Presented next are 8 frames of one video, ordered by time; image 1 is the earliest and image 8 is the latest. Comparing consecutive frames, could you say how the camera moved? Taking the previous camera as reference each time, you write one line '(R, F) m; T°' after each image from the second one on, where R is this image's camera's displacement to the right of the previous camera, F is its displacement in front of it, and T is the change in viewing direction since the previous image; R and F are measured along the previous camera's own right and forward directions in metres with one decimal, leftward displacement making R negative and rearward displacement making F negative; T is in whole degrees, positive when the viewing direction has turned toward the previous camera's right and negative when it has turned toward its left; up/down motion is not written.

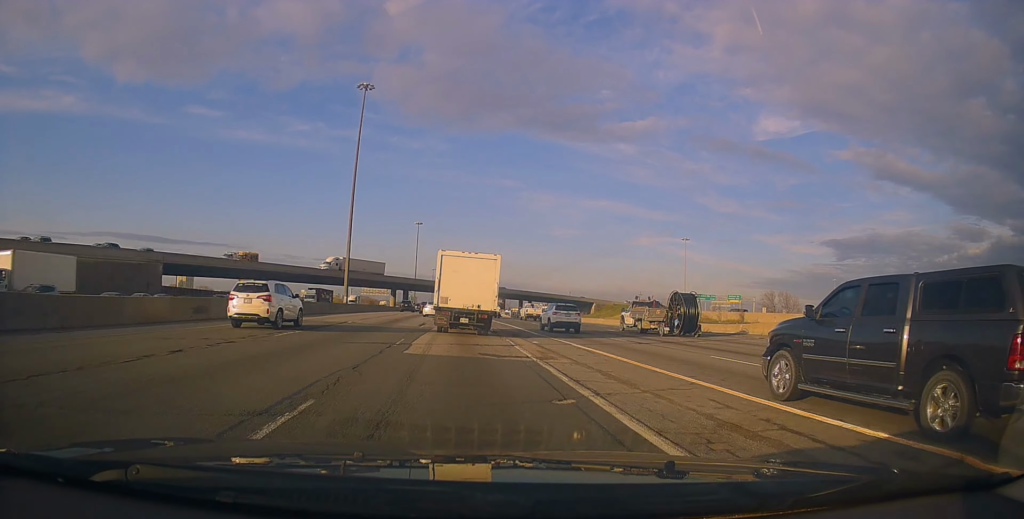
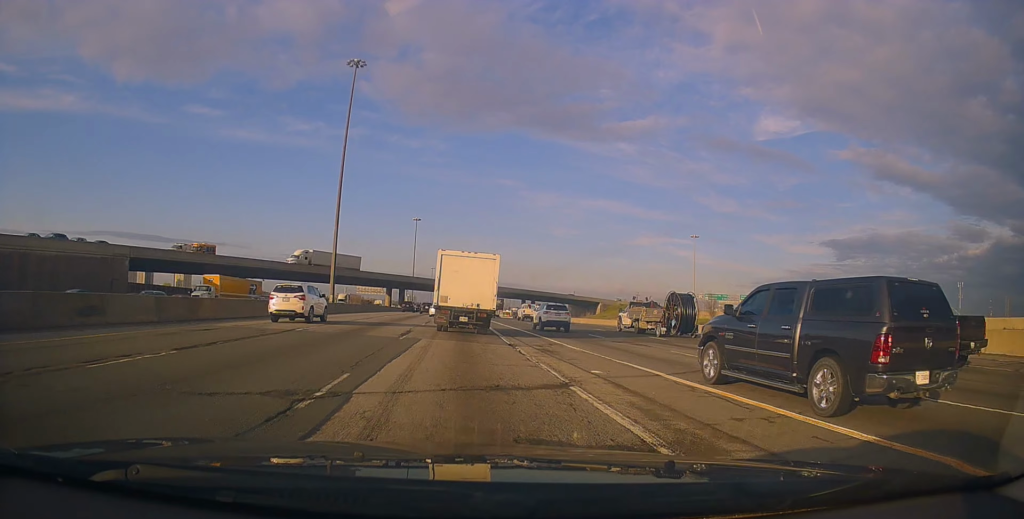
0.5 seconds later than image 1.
(-0.1, +9.0) m; 0°
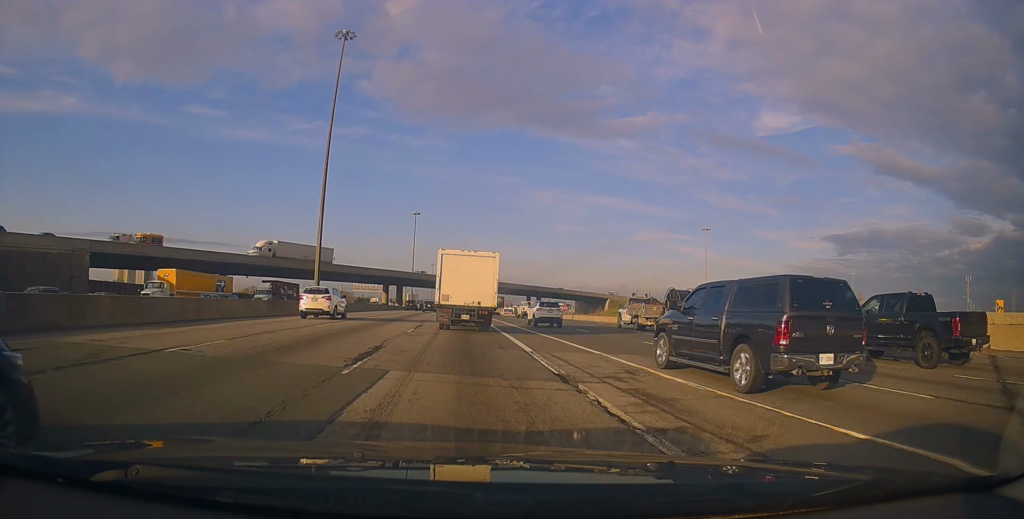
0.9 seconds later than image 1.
(+0.1, +9.7) m; 0°
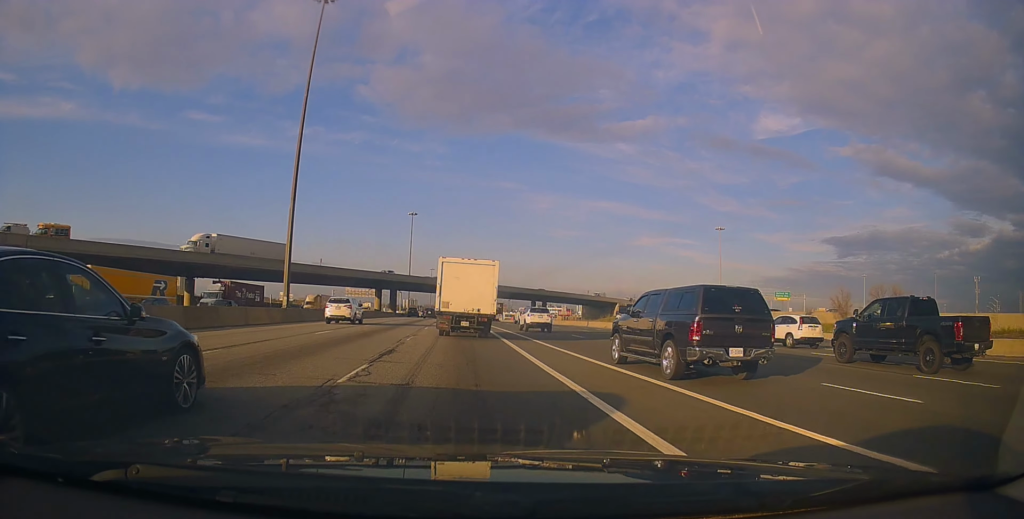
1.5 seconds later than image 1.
(+0.2, +12.1) m; 0°
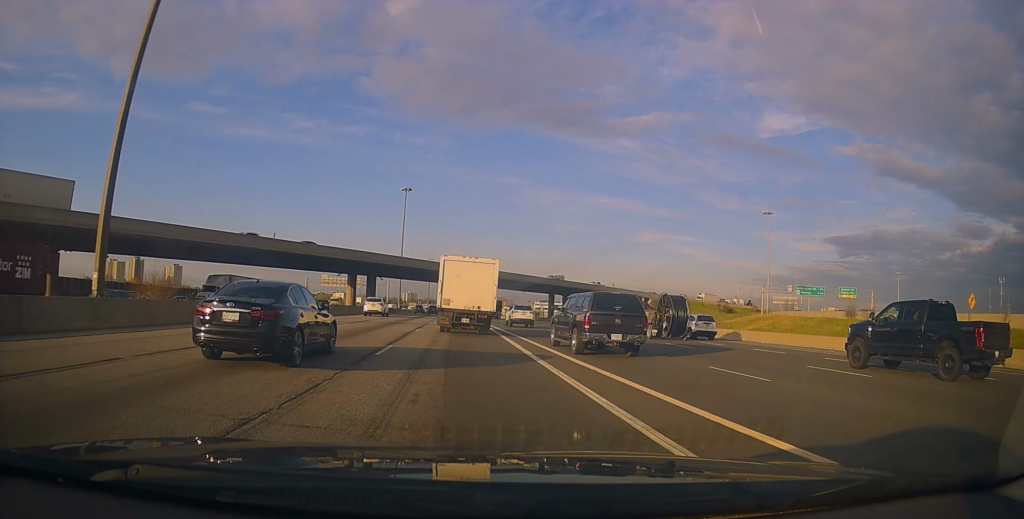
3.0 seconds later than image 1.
(-0.1, +30.7) m; 0°
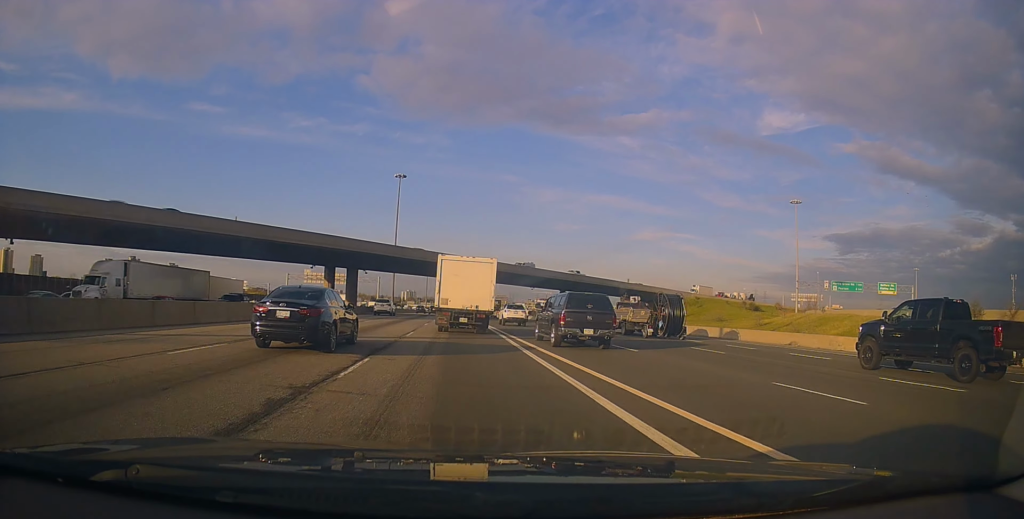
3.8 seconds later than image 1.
(+0.1, +15.1) m; 0°
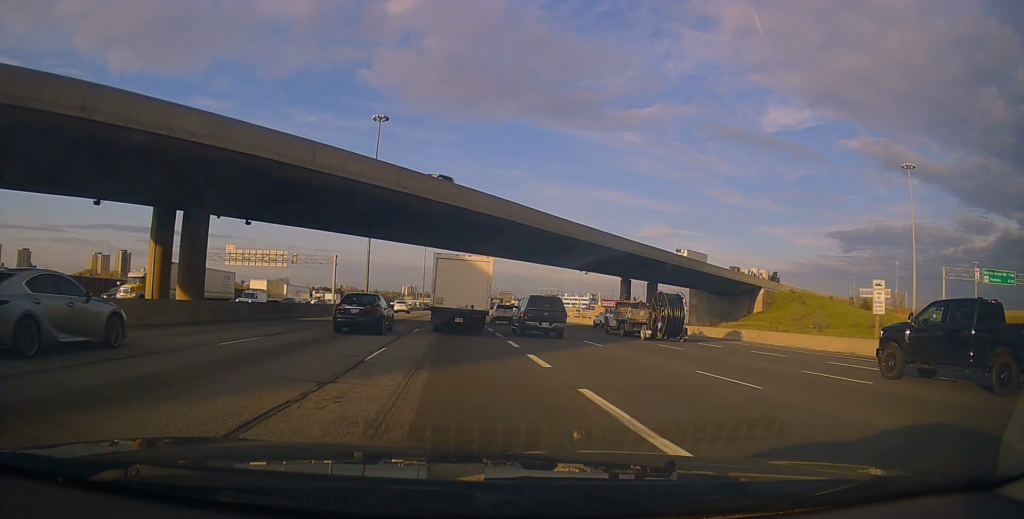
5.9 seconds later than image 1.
(-0.2, +44.1) m; -1°
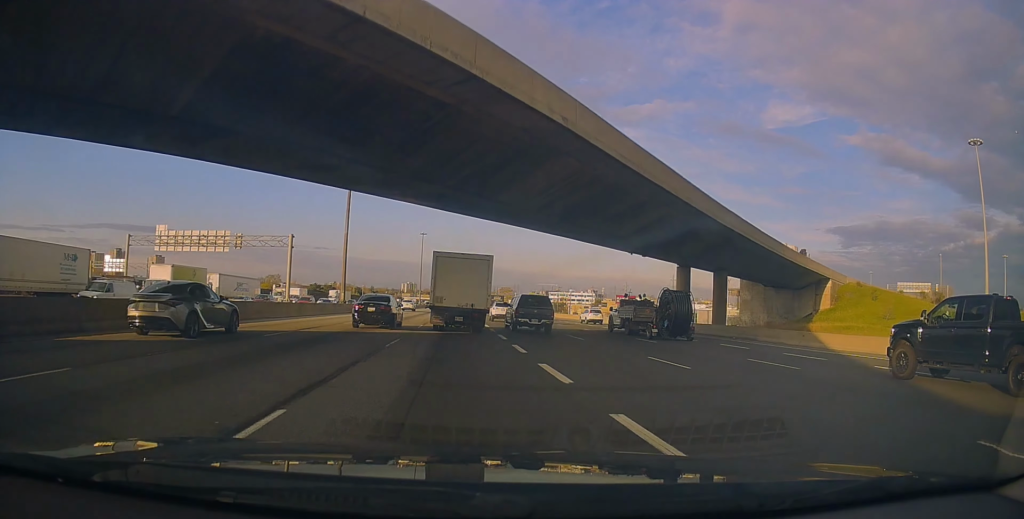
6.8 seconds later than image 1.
(-0.2, +21.1) m; 0°
